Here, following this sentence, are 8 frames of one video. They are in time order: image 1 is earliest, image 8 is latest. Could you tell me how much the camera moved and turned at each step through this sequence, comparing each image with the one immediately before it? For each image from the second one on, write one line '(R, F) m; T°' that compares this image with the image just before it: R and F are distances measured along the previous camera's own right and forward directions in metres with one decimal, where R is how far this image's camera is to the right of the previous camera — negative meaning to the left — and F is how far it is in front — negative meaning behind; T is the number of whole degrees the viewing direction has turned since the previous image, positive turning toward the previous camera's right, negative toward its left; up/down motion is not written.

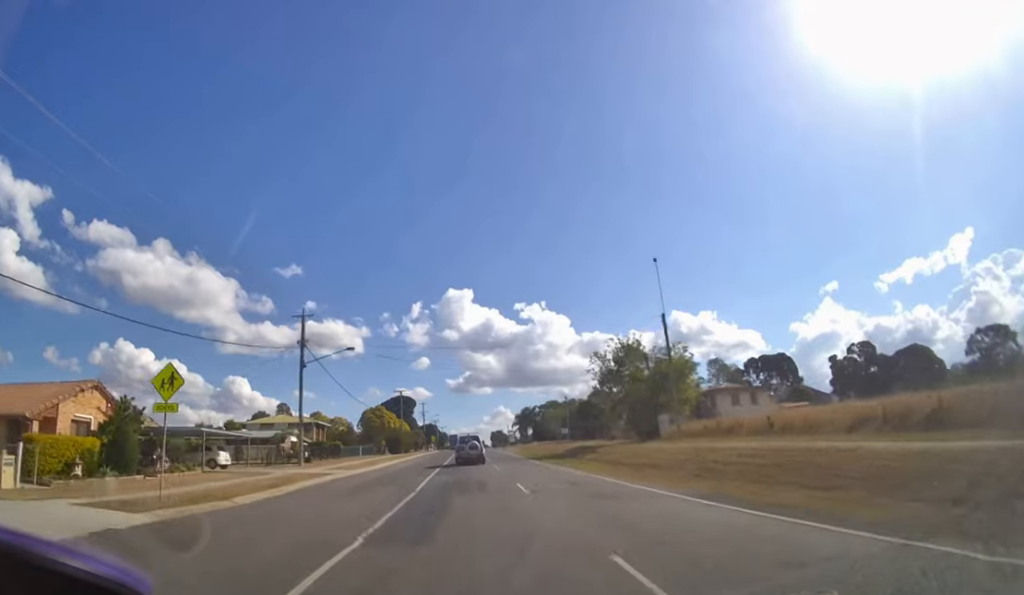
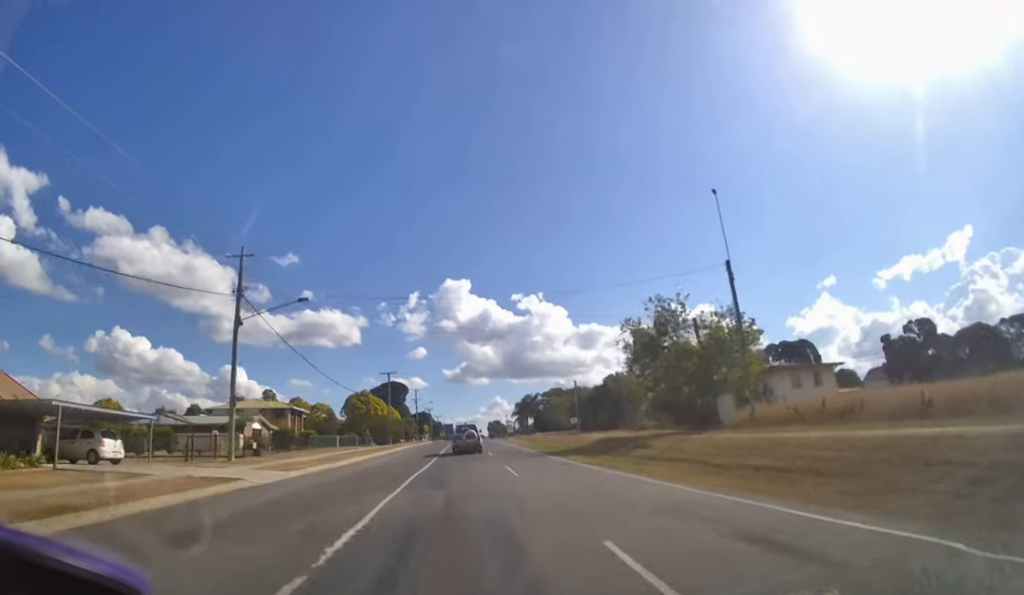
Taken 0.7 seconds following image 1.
(0.0, +10.6) m; 0°
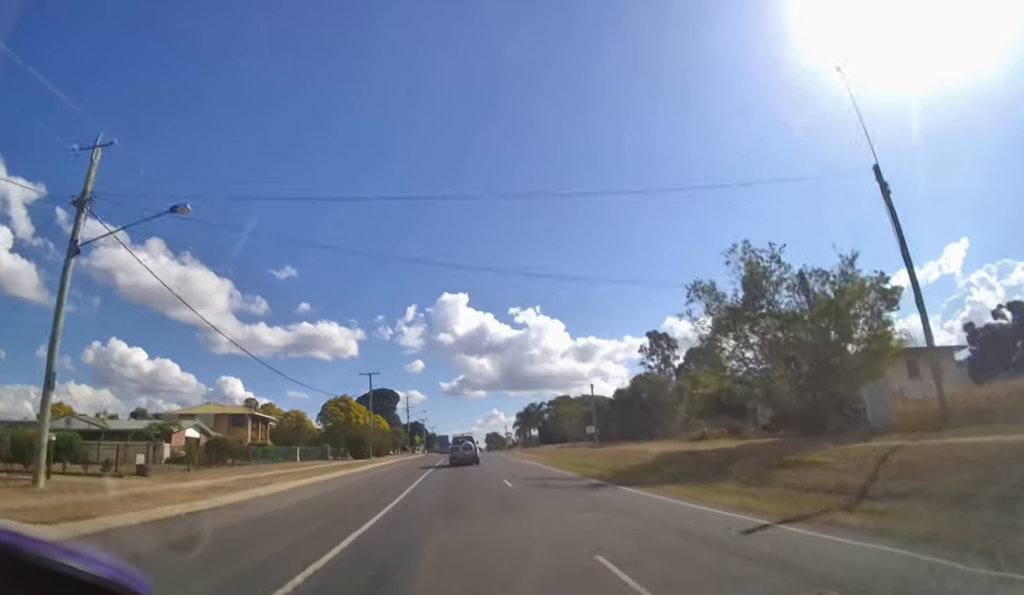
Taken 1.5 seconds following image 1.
(0.0, +12.2) m; 0°
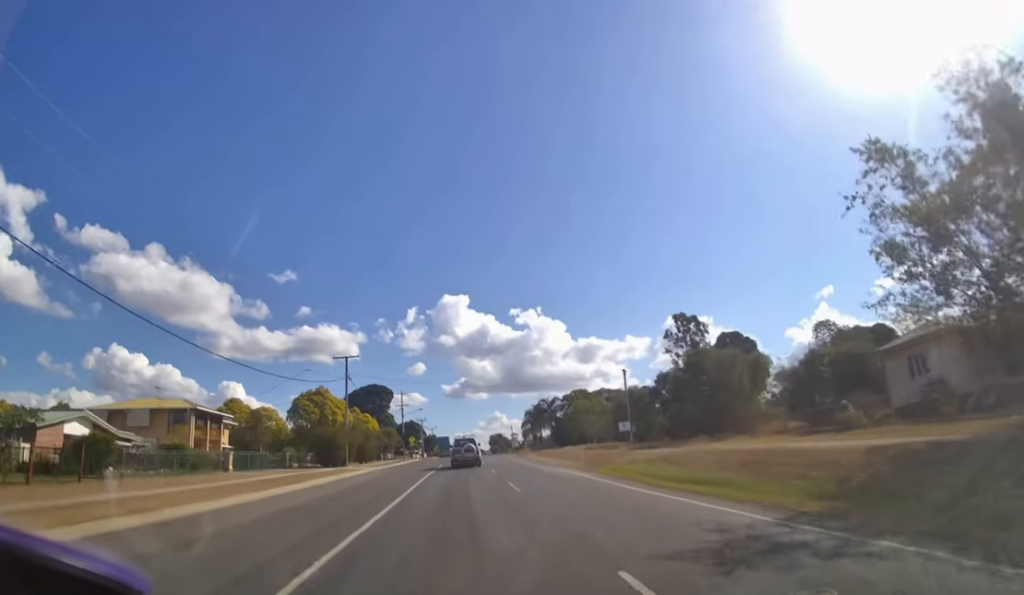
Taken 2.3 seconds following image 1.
(0.0, +12.5) m; 0°
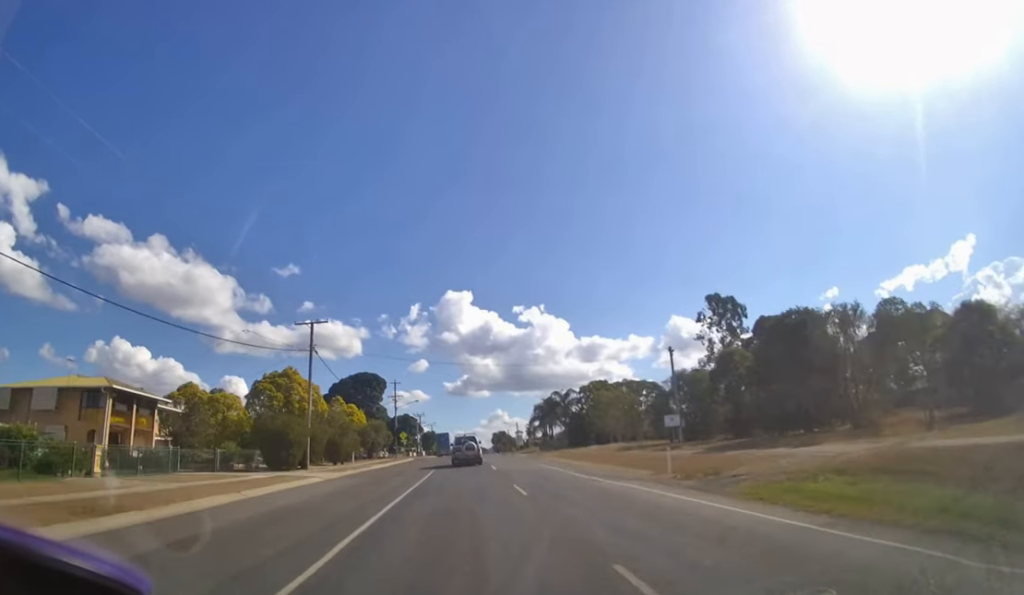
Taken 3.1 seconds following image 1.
(0.0, +10.9) m; 0°
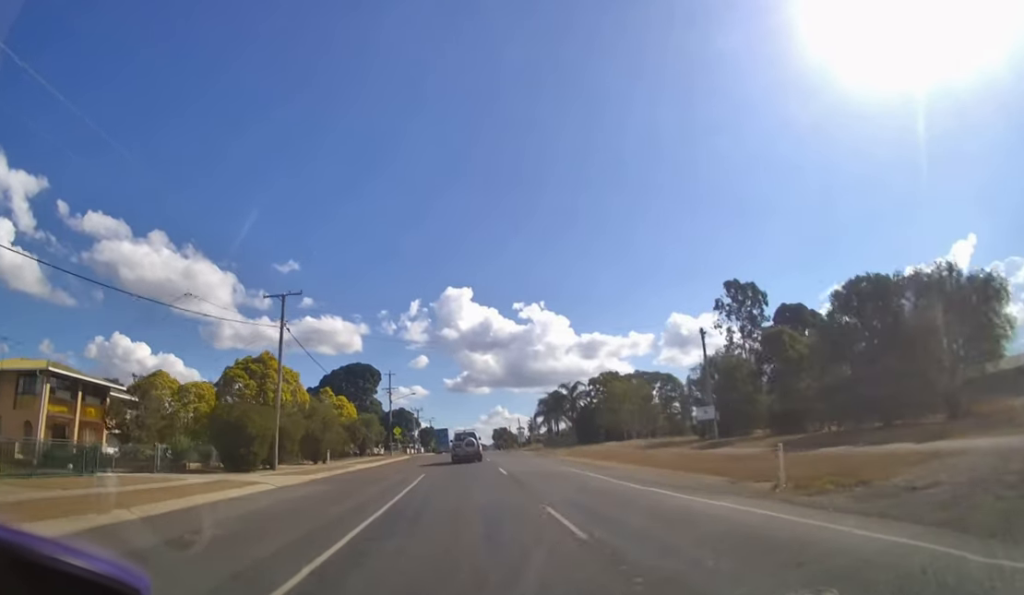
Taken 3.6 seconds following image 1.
(0.0, +5.3) m; 0°
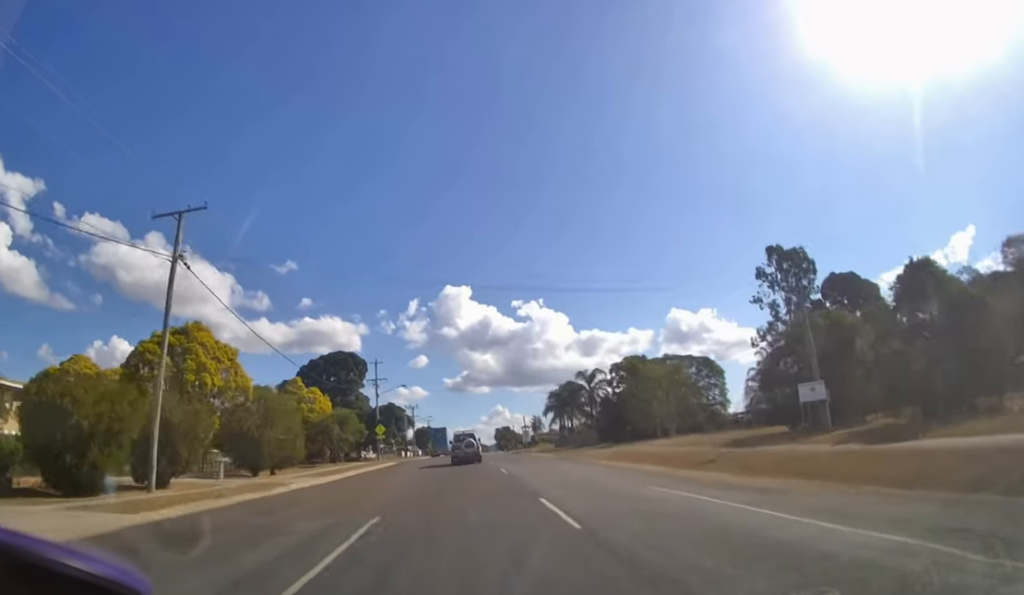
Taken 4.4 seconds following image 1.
(0.0, +9.8) m; 0°
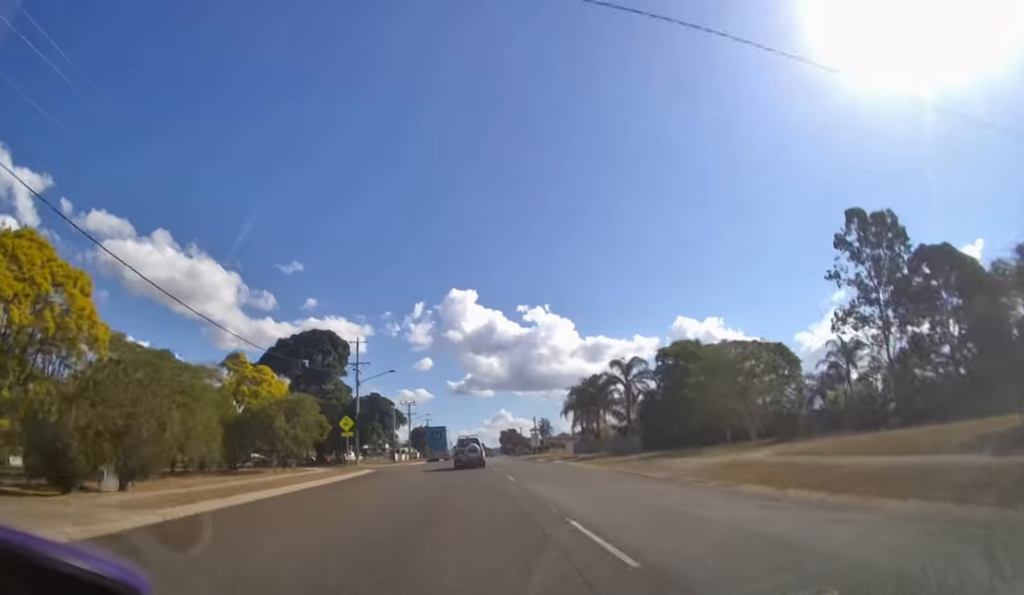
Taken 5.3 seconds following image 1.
(0.0, +12.0) m; 0°
